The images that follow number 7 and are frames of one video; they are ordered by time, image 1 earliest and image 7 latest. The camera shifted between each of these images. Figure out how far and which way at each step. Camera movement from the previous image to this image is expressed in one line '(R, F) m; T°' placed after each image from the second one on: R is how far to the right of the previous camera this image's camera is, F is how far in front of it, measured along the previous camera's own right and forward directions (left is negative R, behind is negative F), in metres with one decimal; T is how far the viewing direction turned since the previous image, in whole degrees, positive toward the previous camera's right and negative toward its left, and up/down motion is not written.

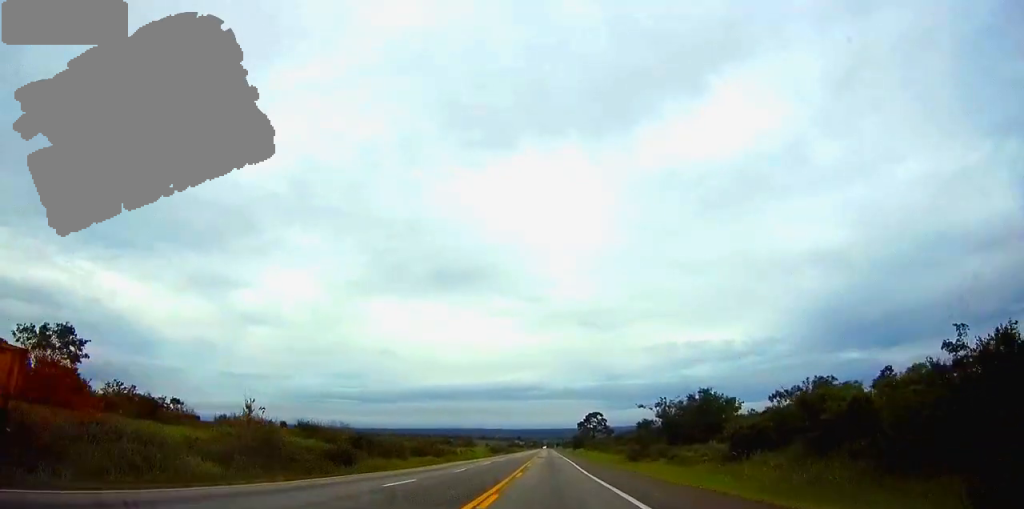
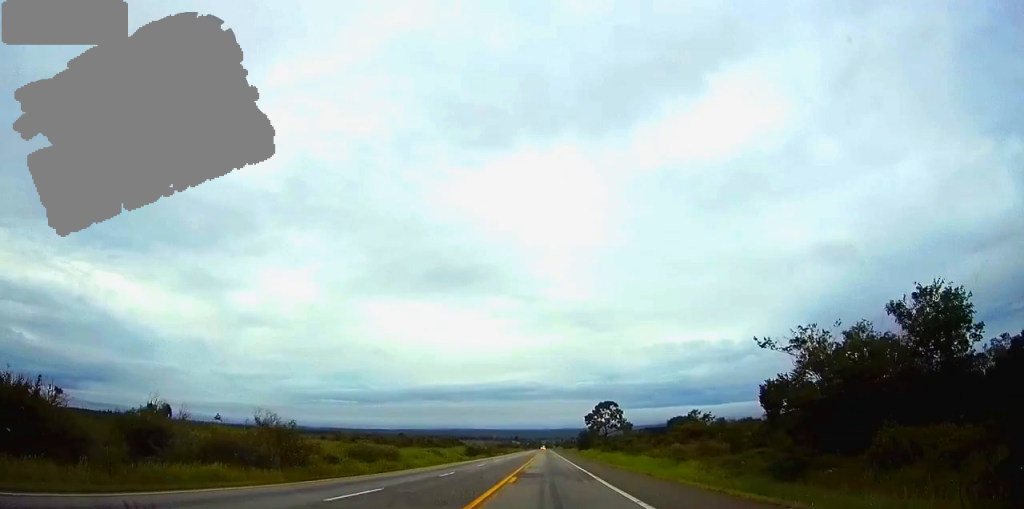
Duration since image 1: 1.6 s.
(+0.1, +54.6) m; 0°
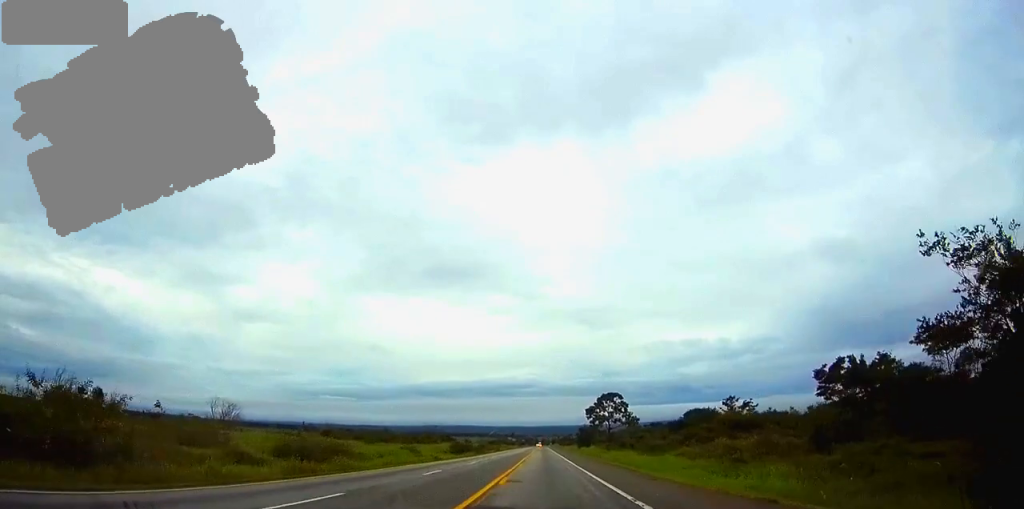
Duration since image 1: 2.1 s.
(0.0, +19.8) m; 0°
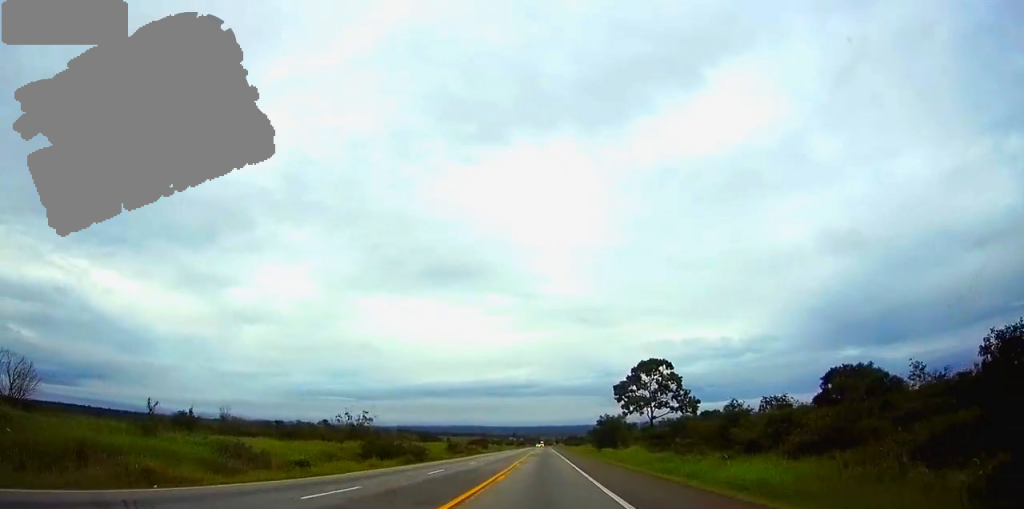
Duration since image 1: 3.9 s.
(+0.1, +63.3) m; 0°
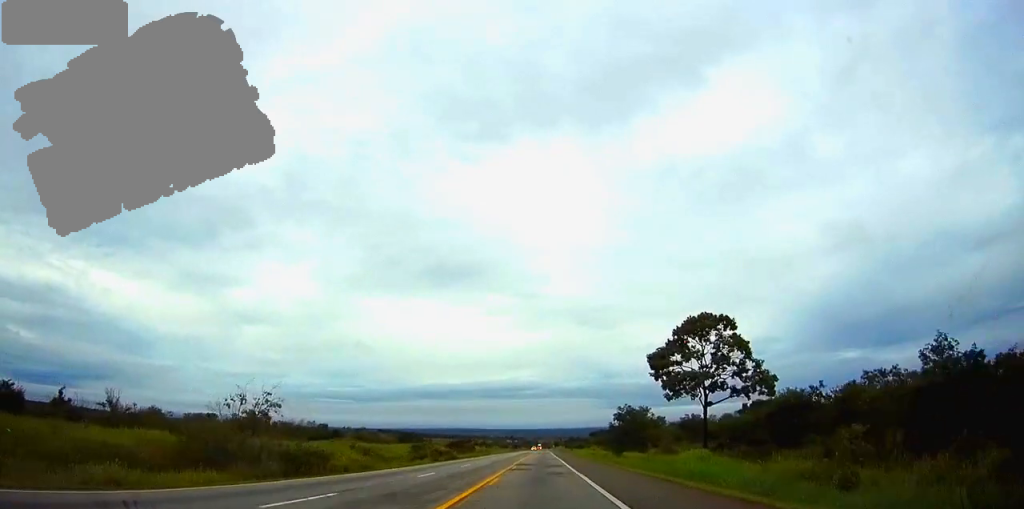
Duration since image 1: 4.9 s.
(-0.1, +35.1) m; 0°
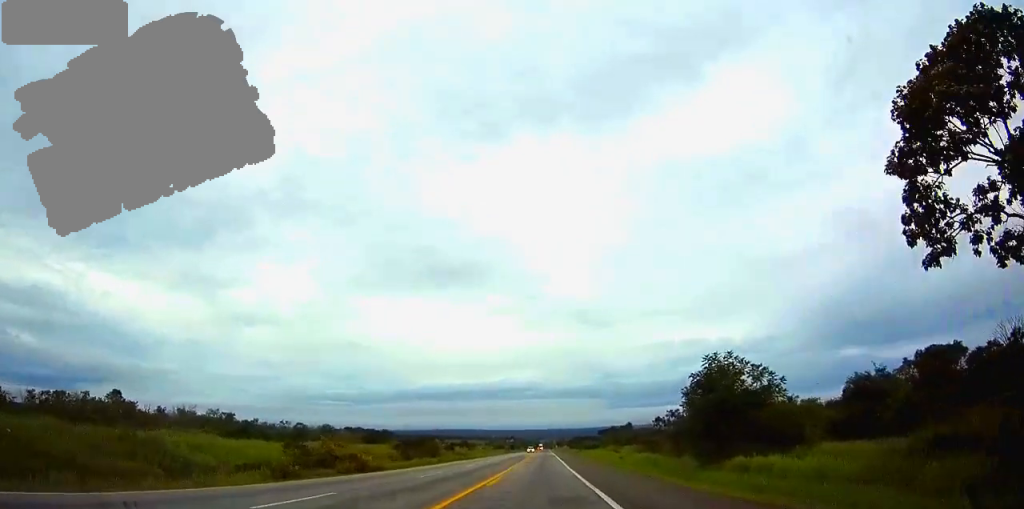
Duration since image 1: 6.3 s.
(-0.1, +49.4) m; 0°
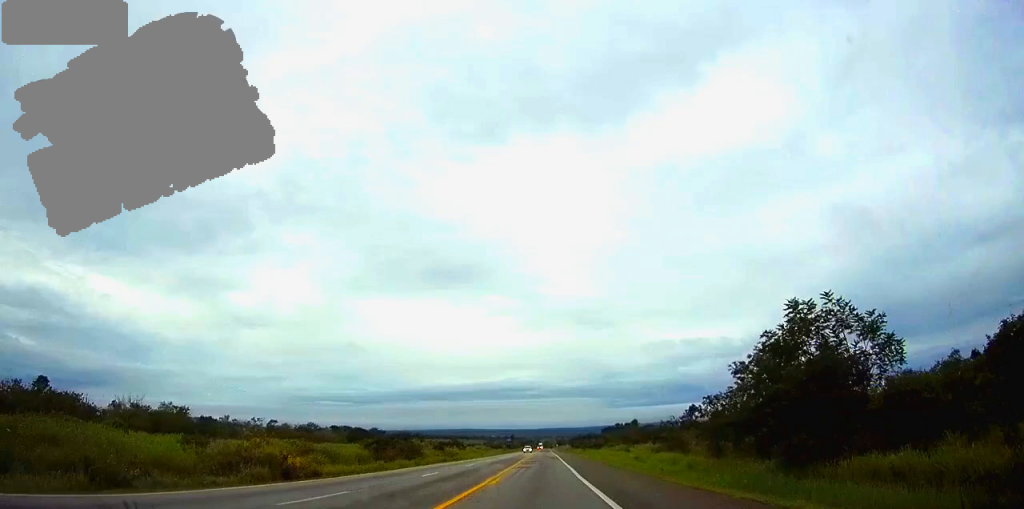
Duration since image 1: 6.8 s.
(0.0, +15.4) m; 0°
